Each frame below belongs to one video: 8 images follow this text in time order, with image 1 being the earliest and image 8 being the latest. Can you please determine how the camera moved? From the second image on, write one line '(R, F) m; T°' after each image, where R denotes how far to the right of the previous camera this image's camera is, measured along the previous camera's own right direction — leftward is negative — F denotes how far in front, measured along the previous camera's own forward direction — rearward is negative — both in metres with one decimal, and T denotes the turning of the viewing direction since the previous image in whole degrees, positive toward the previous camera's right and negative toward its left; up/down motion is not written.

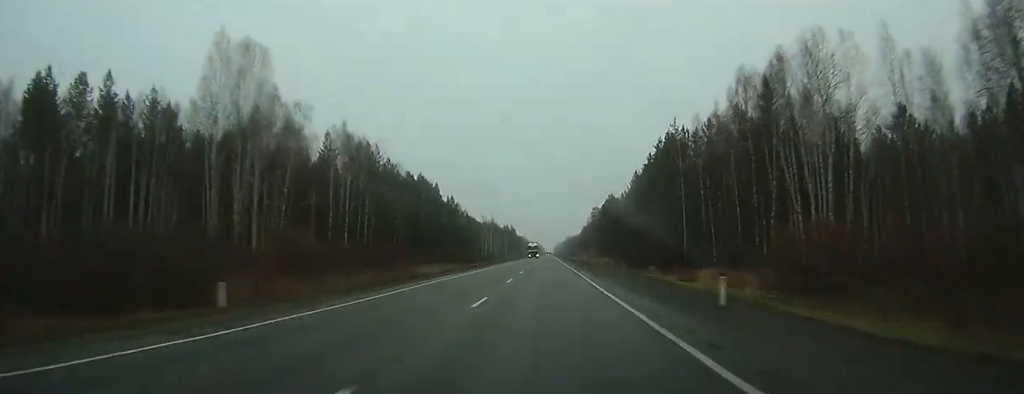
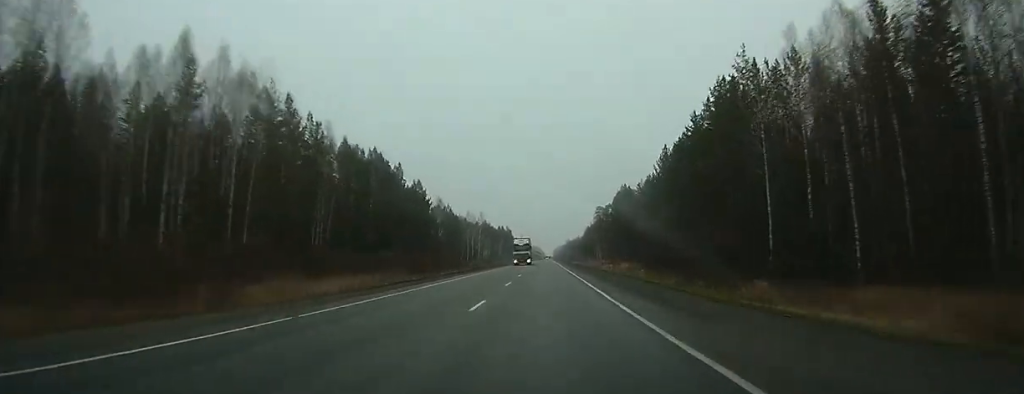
(0.0, +36.6) m; 0°
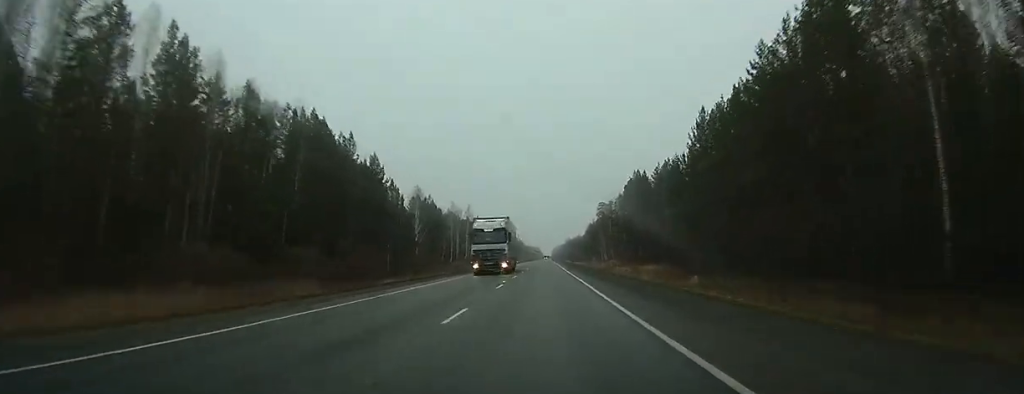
(0.0, +27.0) m; 0°
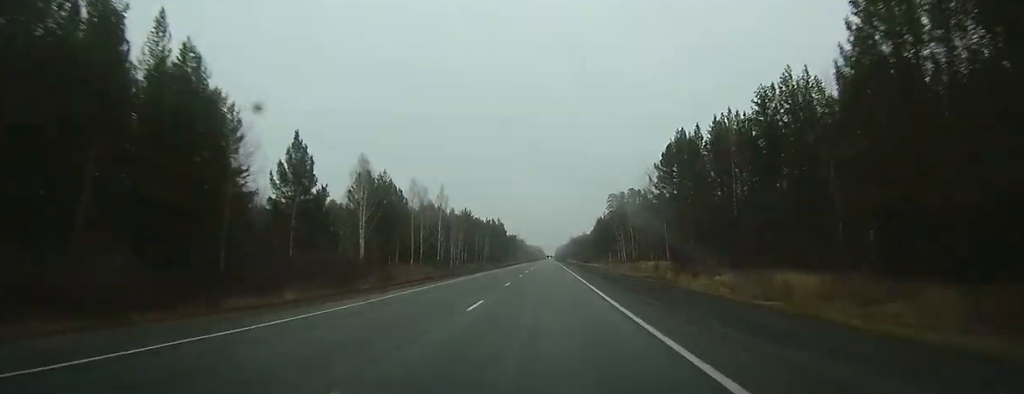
(-0.1, +44.6) m; 0°
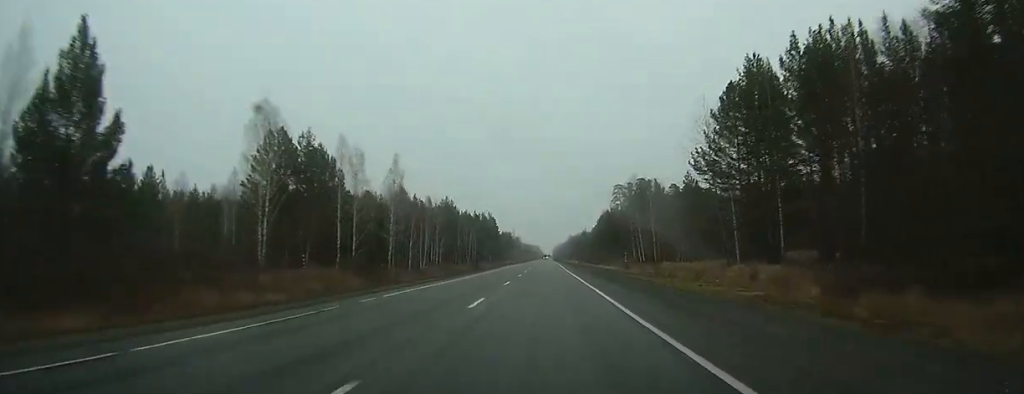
(+0.1, +35.1) m; 0°
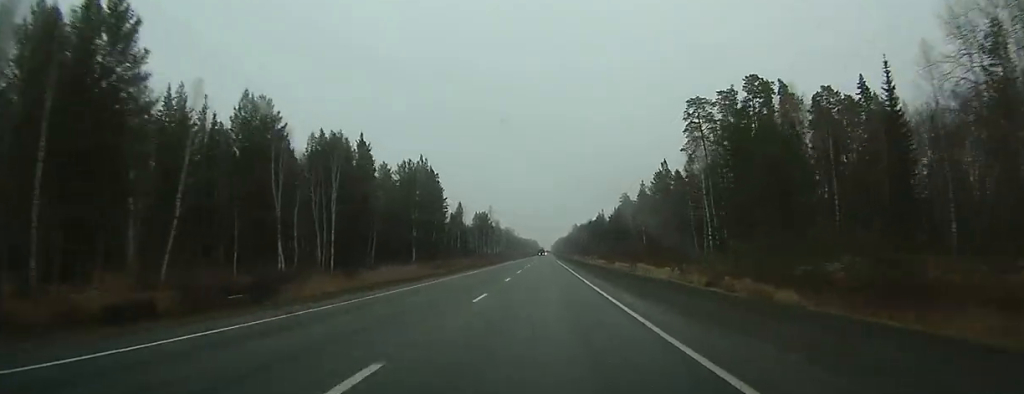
(-0.1, +142.6) m; 0°
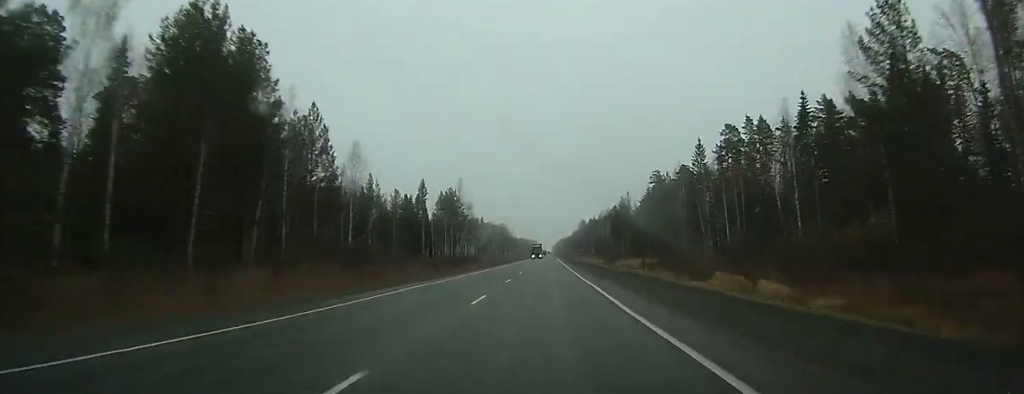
(-0.1, +85.3) m; 0°
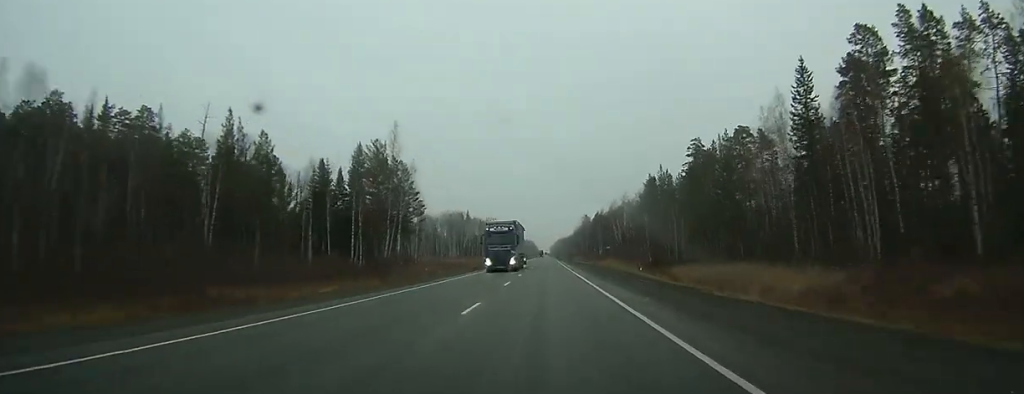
(+0.3, +61.9) m; 0°
